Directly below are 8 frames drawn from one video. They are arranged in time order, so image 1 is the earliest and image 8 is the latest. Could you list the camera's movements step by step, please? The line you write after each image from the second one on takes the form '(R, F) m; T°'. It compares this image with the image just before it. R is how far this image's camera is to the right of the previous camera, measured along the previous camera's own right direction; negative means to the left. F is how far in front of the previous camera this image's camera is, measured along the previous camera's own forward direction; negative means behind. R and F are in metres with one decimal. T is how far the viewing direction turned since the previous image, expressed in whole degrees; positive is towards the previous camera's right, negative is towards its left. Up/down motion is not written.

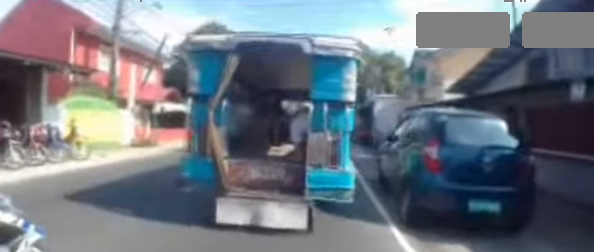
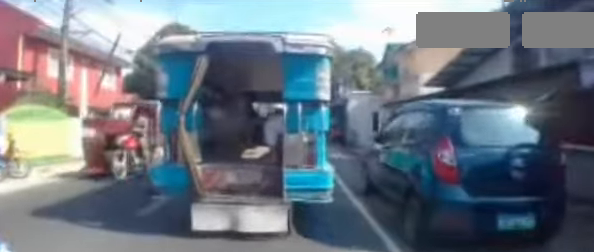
(+0.1, +1.0) m; +6°
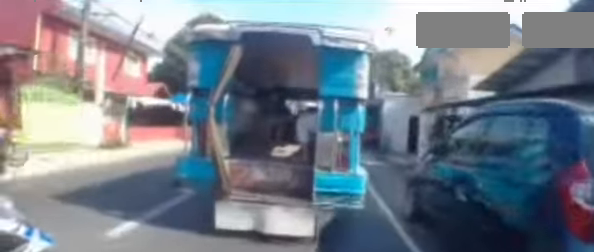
(+0.2, +1.2) m; +8°
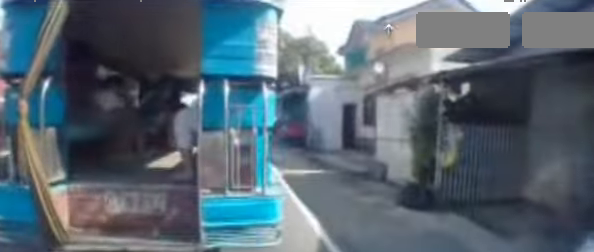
(+0.1, +4.1) m; +1°
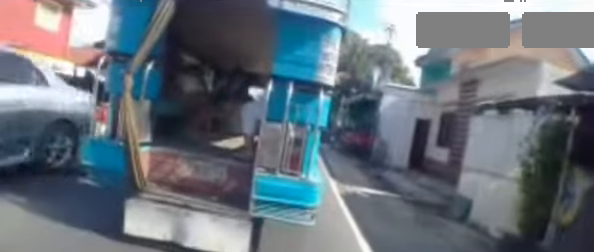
(0.0, +2.0) m; 0°
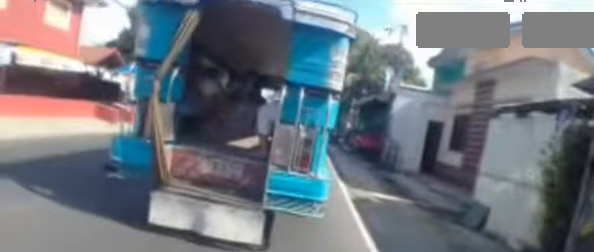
(0.0, +0.4) m; 0°
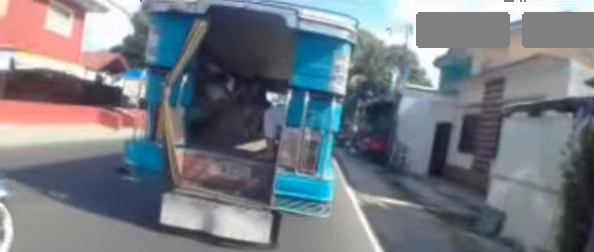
(0.0, +0.4) m; 0°
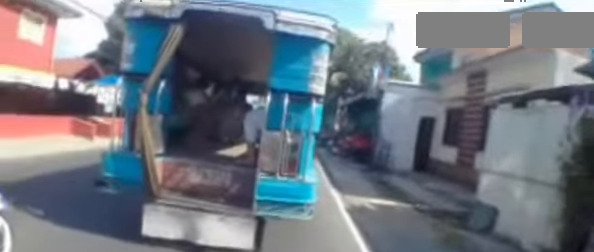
(0.0, +0.2) m; 0°
